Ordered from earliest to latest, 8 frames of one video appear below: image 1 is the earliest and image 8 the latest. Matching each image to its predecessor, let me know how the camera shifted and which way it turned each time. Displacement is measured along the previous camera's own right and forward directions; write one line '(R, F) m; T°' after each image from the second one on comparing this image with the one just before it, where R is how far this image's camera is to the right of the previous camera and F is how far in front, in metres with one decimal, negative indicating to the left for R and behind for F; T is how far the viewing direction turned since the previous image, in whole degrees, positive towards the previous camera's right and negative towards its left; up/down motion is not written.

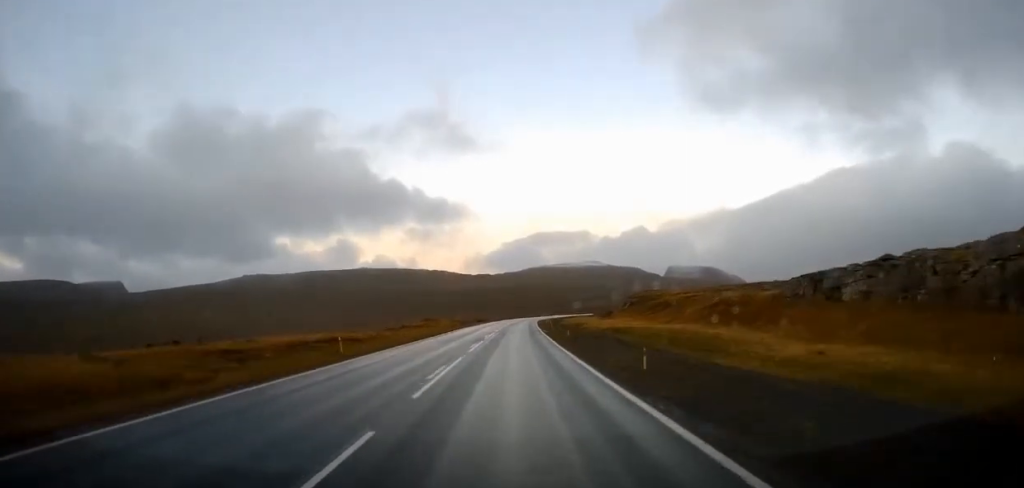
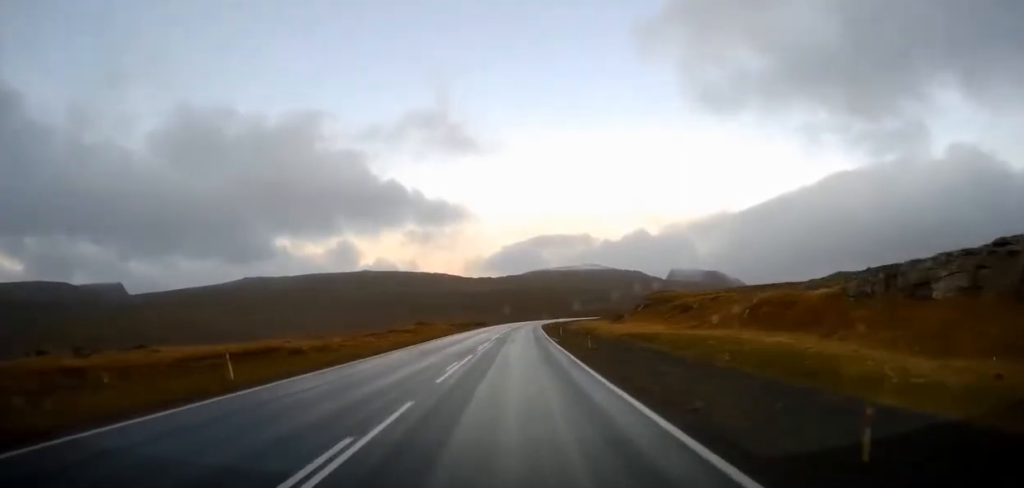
(-0.1, +9.4) m; -1°
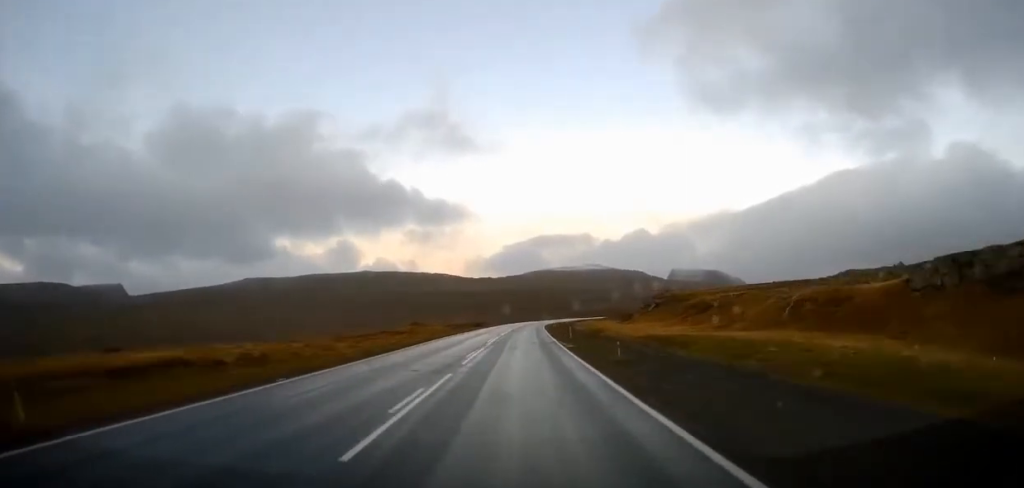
(-0.1, +7.0) m; -1°
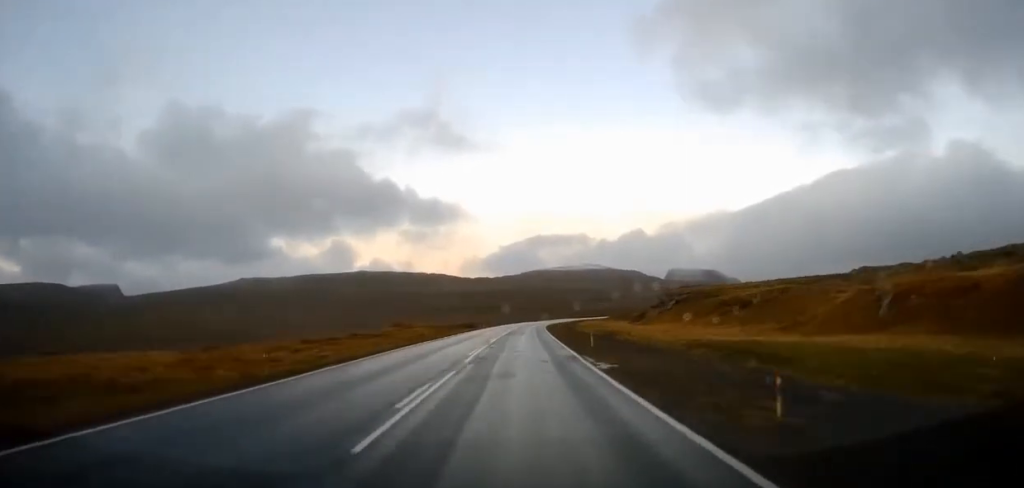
(-0.1, +11.7) m; 0°
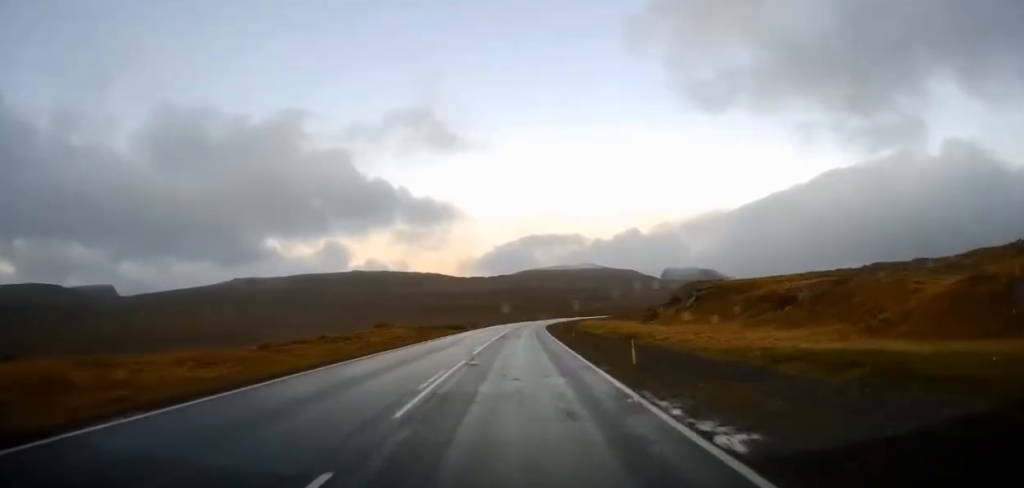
(-0.2, +10.0) m; +1°
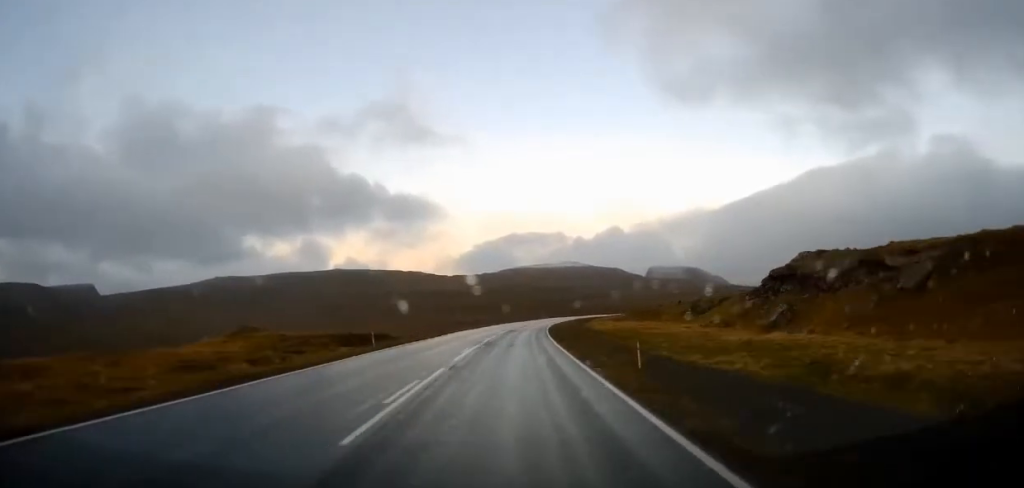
(0.0, +39.0) m; -1°
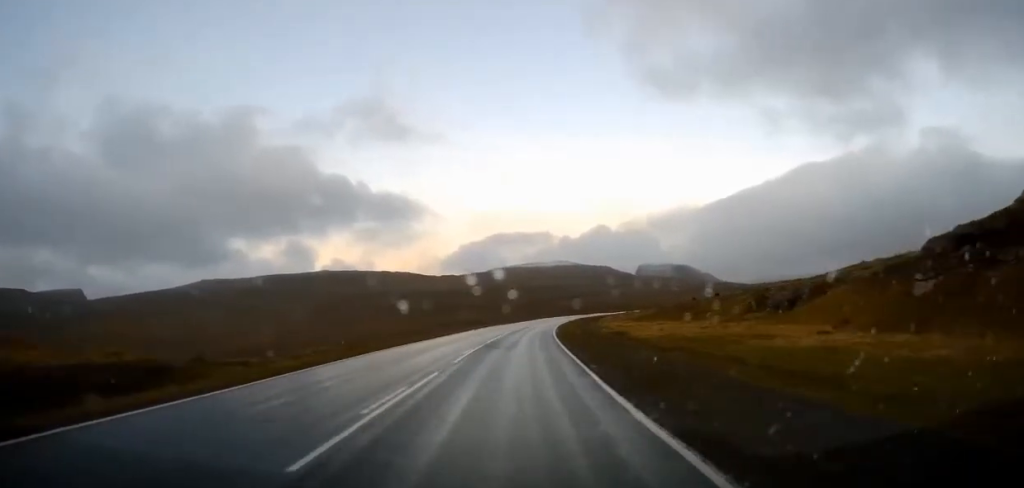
(+0.5, +25.0) m; +2°
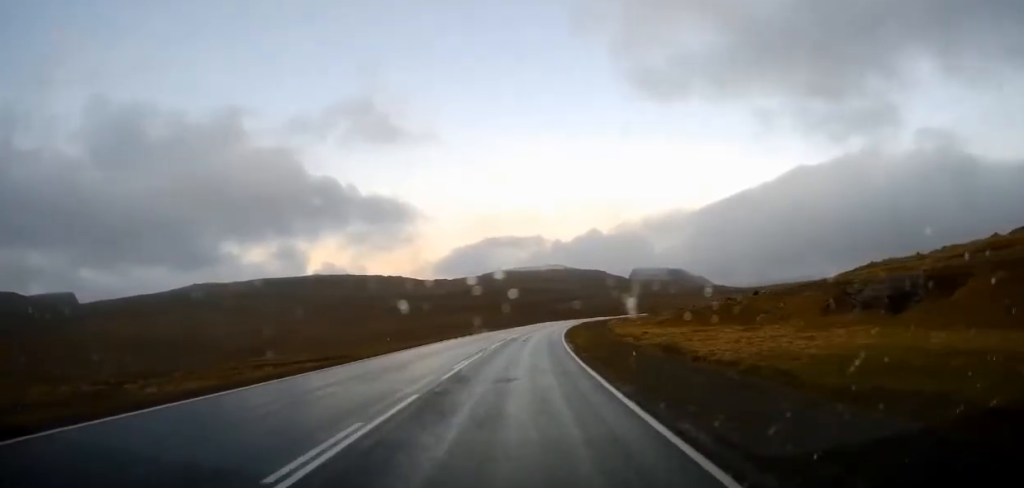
(+0.2, +15.7) m; +2°
